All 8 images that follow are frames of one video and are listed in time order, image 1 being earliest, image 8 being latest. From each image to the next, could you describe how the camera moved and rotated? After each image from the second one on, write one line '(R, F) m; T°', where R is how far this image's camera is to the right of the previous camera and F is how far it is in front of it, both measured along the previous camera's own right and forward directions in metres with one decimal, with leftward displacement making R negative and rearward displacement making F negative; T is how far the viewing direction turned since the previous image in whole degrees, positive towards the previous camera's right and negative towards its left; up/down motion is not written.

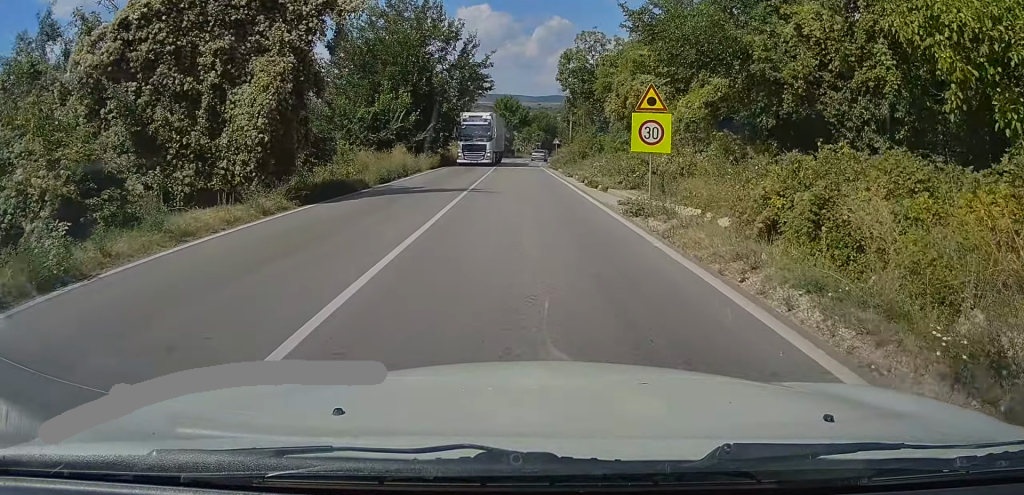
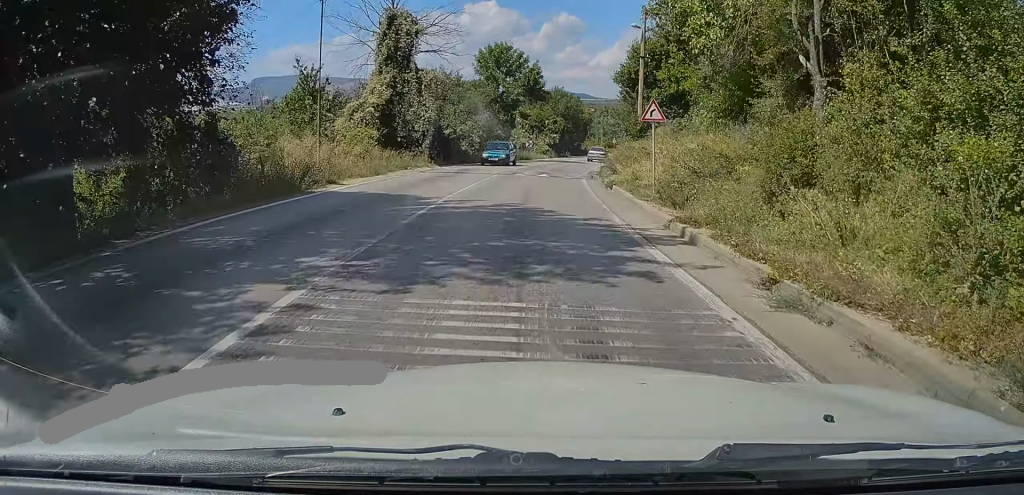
(-0.9, +44.1) m; -1°
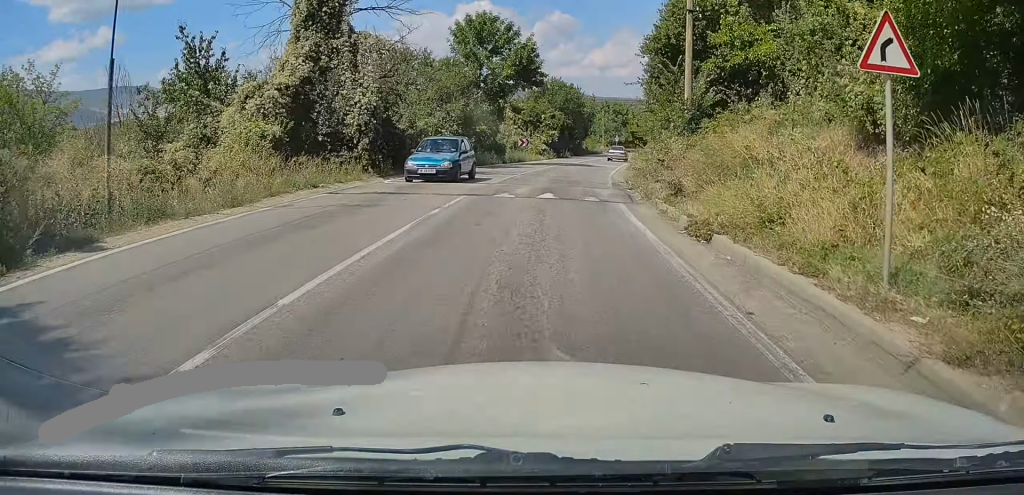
(-0.2, +13.3) m; 0°
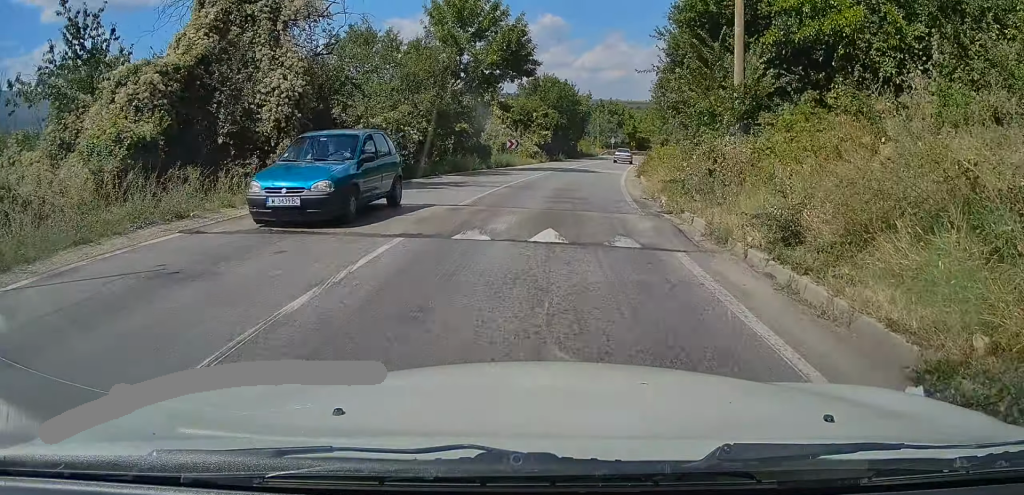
(0.0, +7.8) m; 0°
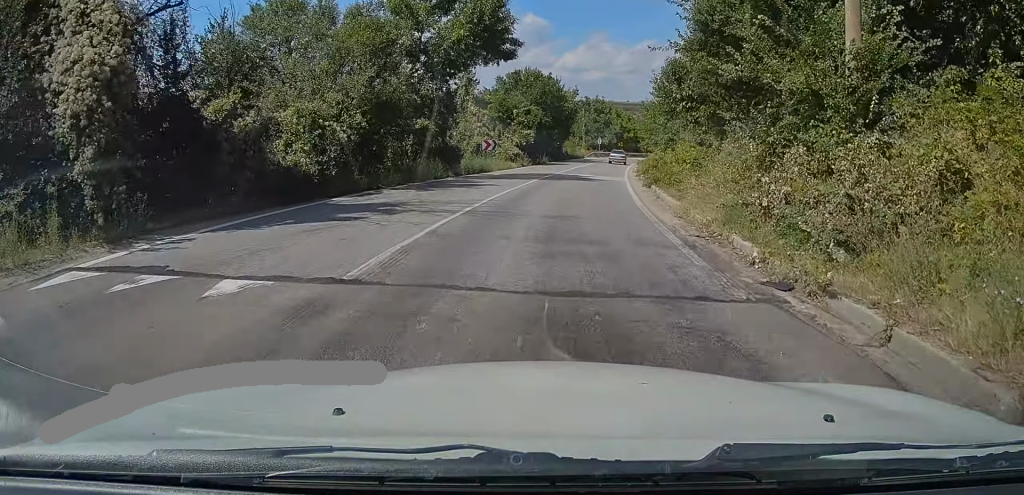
(+0.3, +8.4) m; -1°
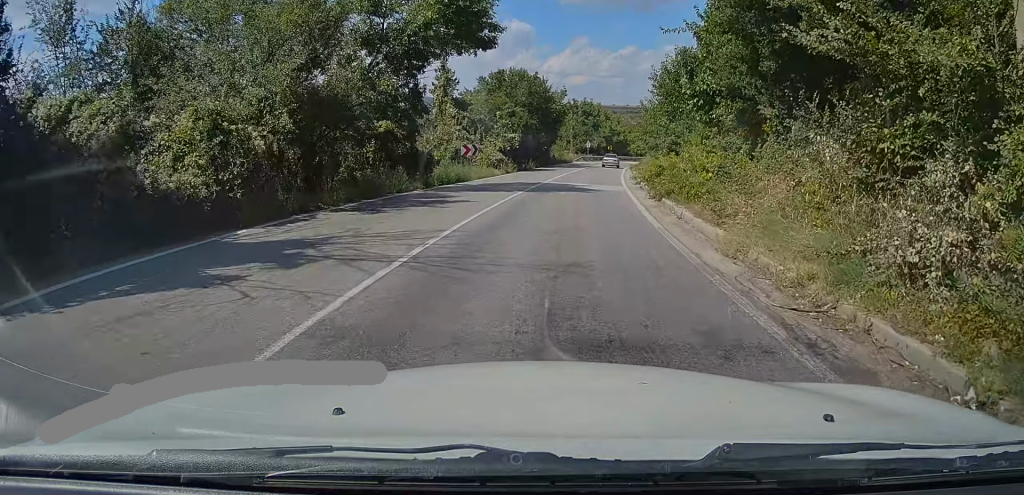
(-0.3, +4.6) m; +1°
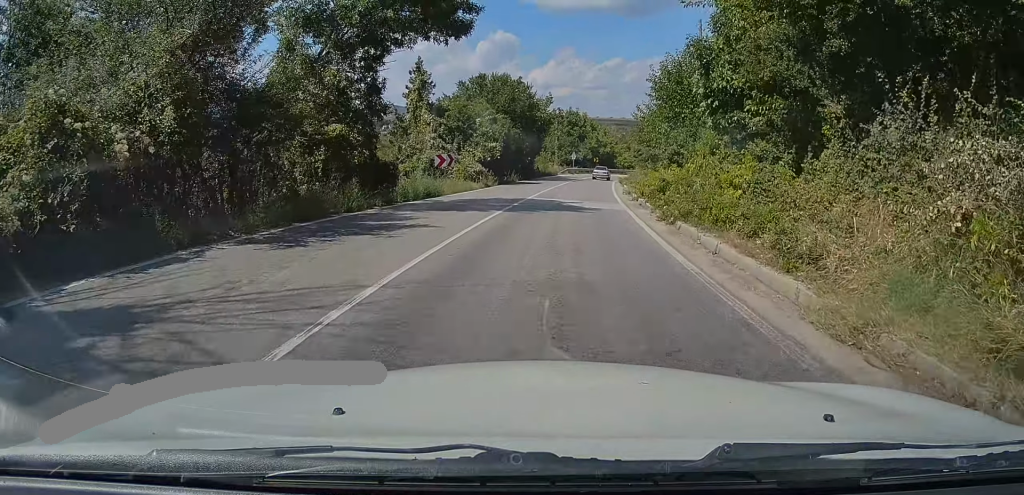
(-0.1, +3.9) m; +2°
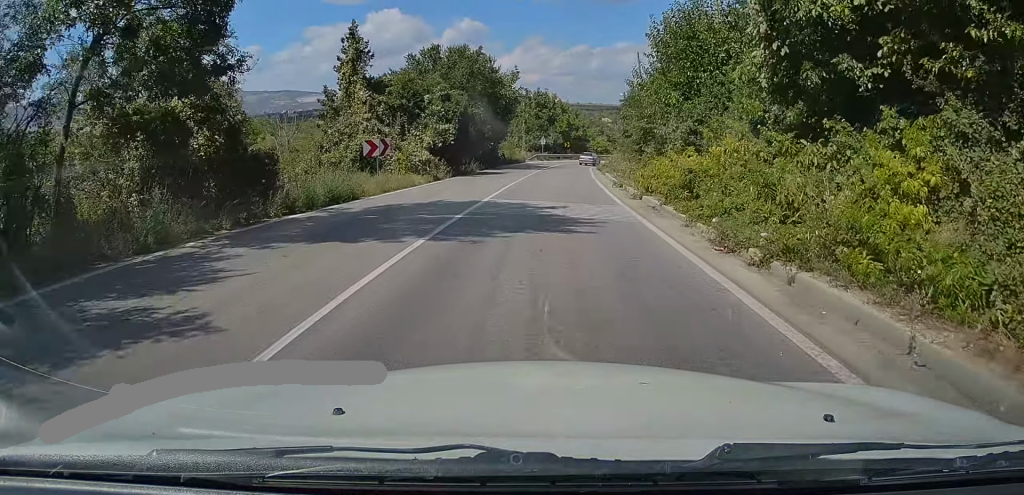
(+0.6, +7.0) m; +8°
